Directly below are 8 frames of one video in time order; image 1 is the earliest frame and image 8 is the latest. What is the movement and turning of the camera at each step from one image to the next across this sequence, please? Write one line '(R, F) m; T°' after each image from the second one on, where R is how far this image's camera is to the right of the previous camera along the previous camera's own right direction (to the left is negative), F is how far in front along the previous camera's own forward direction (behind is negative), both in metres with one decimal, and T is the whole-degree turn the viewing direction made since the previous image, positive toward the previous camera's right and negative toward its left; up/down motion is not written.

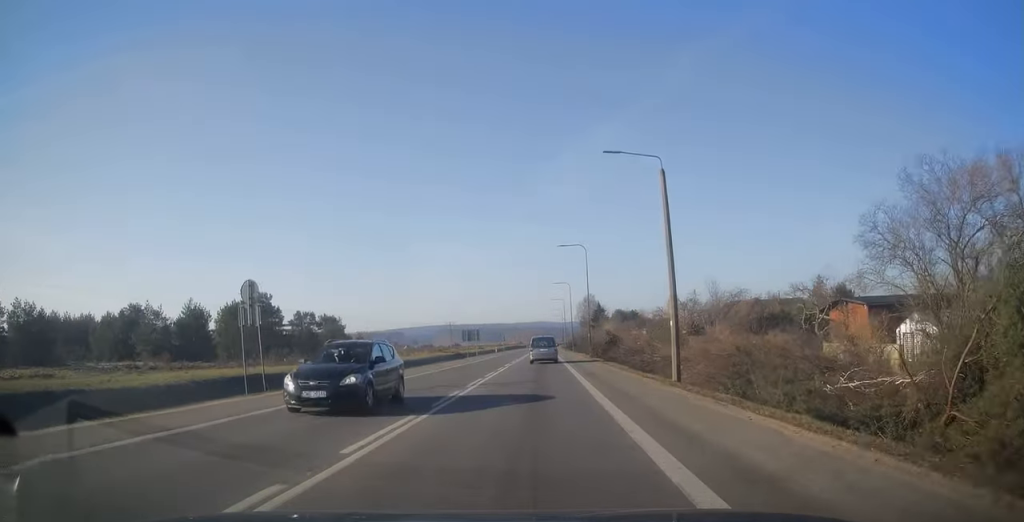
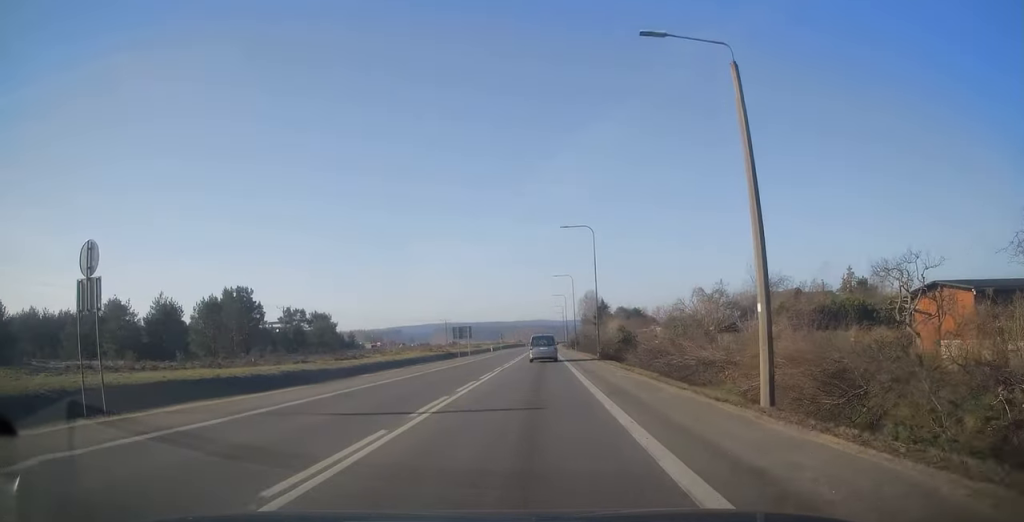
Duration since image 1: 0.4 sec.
(0.0, +8.5) m; 0°
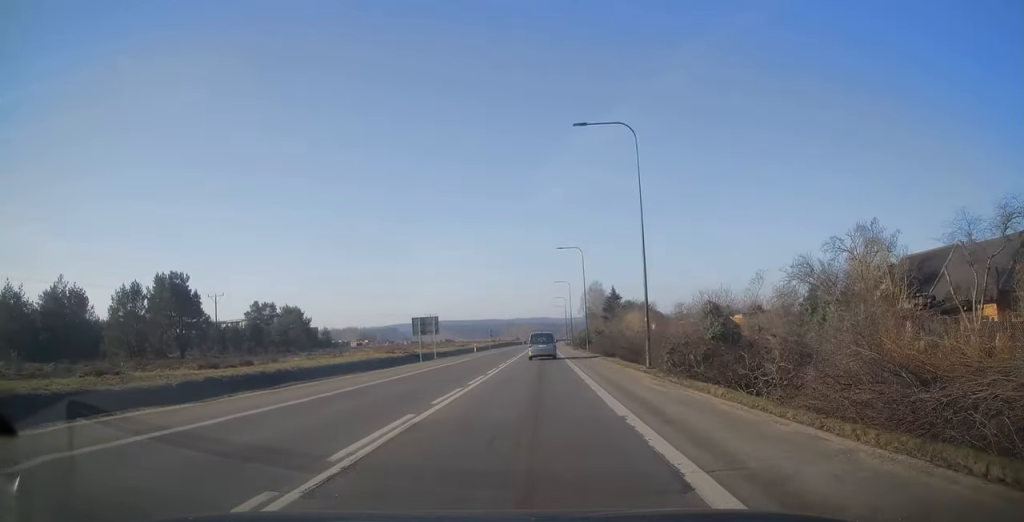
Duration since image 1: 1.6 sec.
(0.0, +22.6) m; -1°
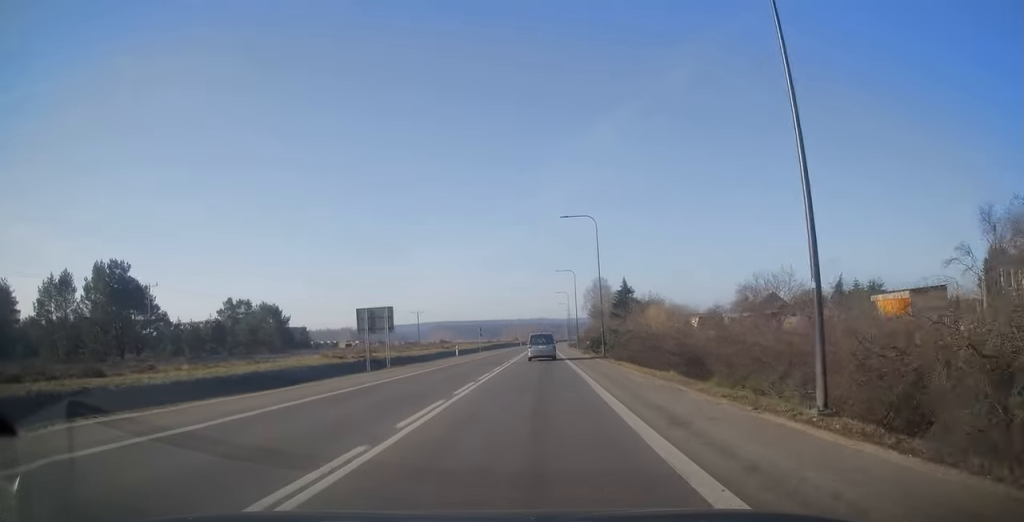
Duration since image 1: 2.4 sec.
(-0.2, +15.5) m; -1°
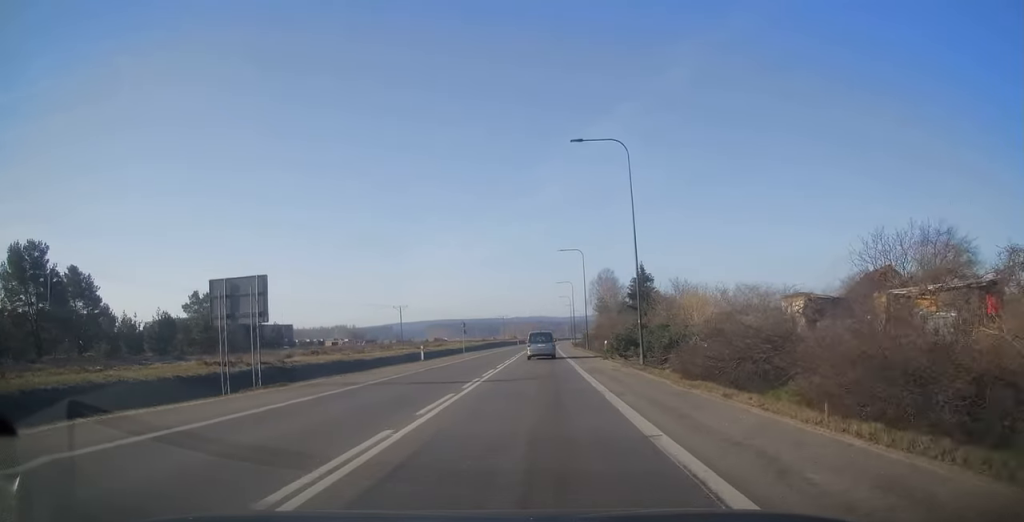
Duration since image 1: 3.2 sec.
(0.0, +16.8) m; +1°
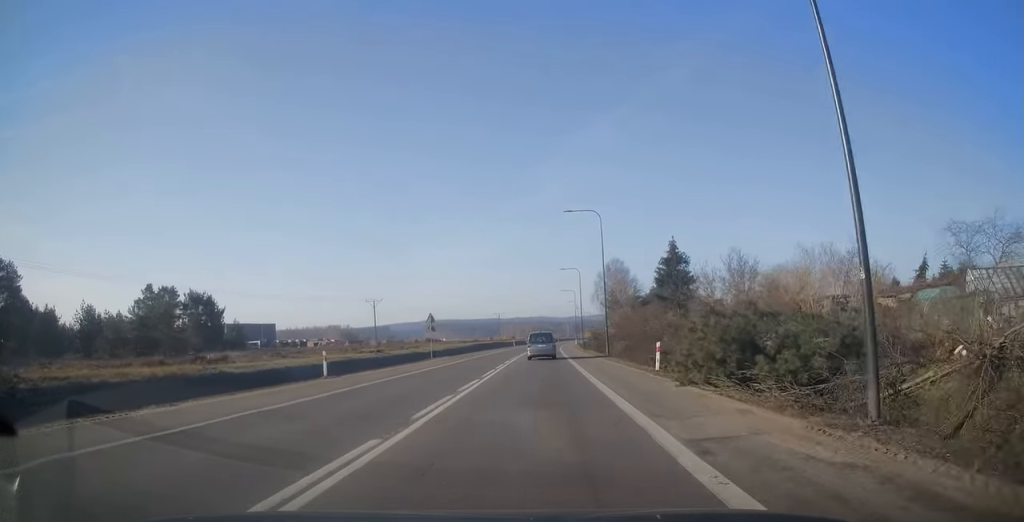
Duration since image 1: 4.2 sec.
(+0.2, +19.0) m; +1°
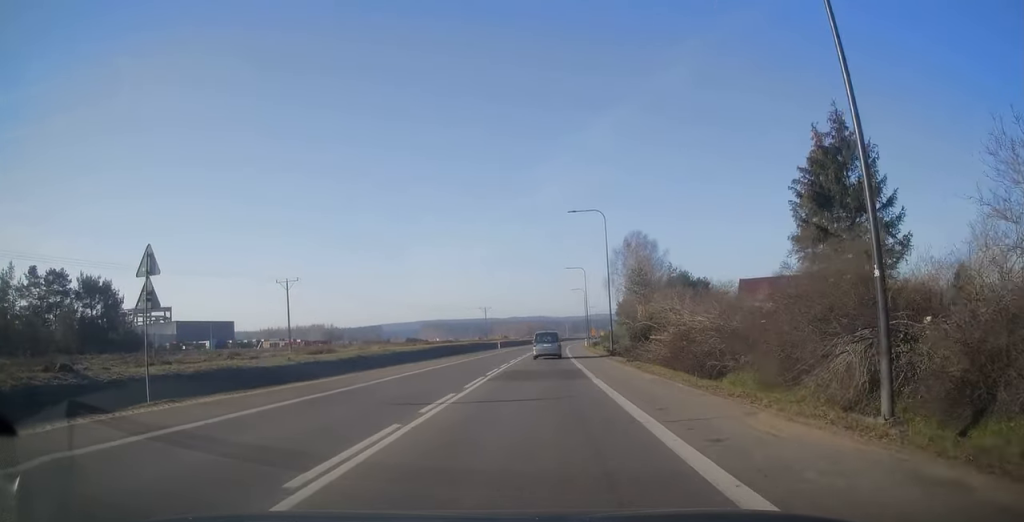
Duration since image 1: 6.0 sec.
(-0.1, +35.1) m; 0°
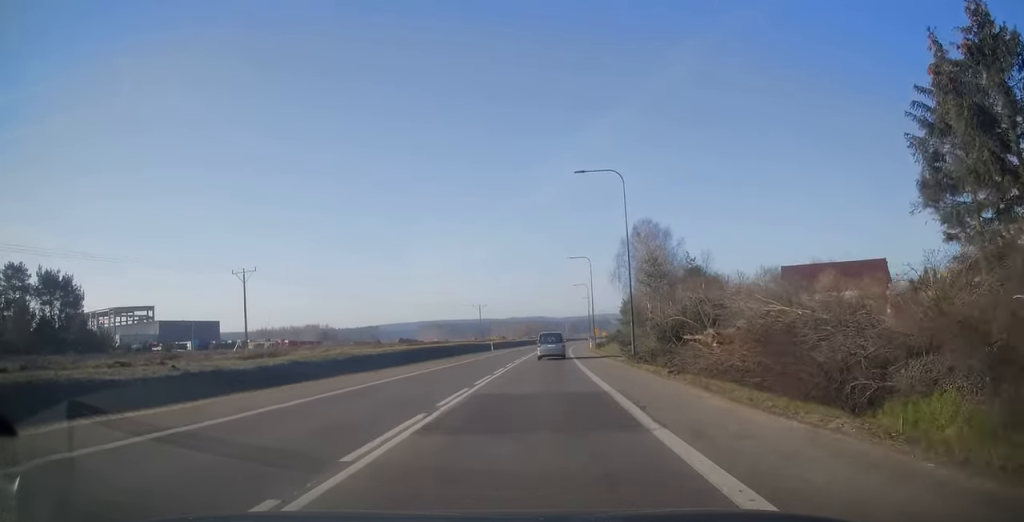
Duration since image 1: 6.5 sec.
(0.0, +10.5) m; 0°
